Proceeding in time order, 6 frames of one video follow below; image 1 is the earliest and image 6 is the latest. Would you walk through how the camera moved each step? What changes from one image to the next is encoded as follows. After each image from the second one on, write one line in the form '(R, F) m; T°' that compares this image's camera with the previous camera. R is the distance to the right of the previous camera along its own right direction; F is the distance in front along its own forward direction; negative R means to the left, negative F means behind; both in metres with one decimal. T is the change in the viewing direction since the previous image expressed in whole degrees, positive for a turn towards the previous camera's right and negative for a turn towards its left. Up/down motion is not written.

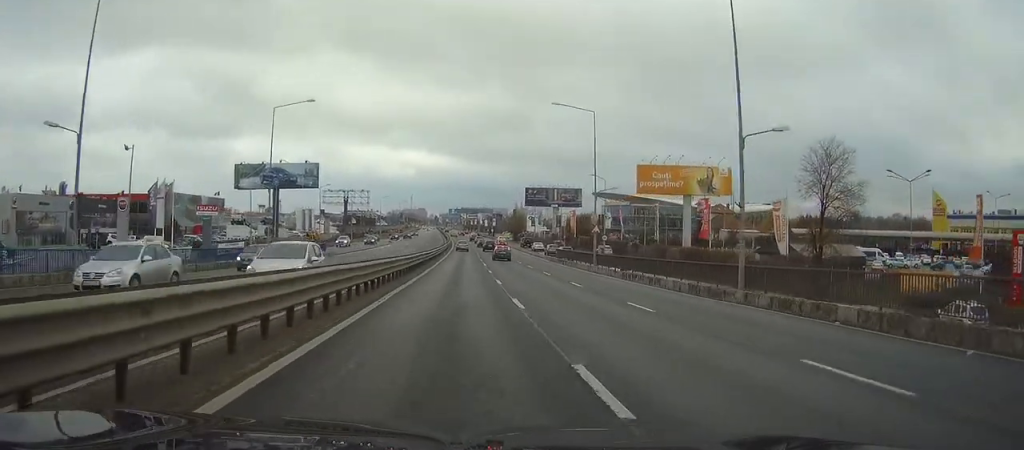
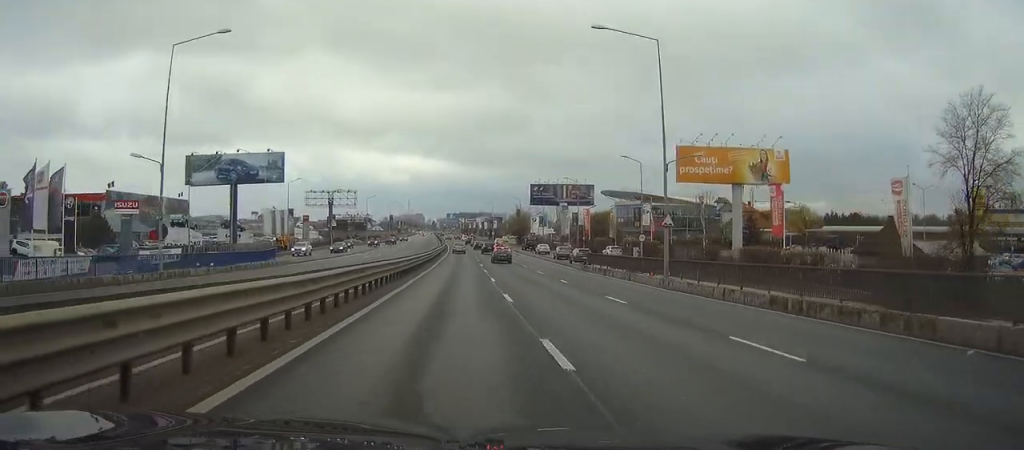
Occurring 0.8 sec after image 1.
(0.0, +20.6) m; 0°
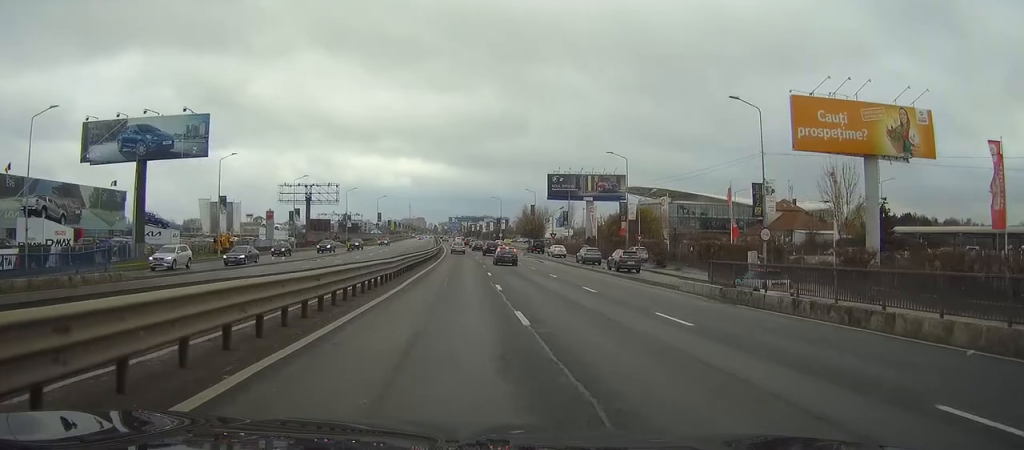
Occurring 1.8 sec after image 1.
(0.0, +29.0) m; 0°
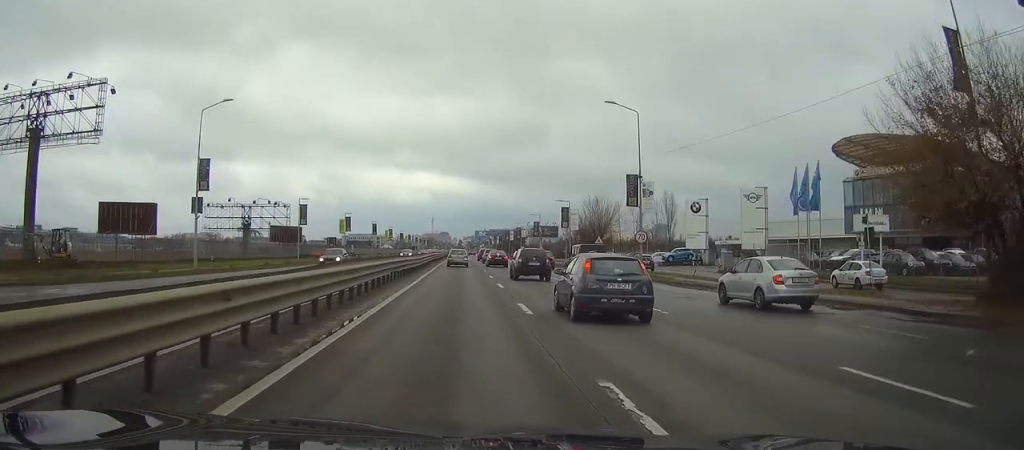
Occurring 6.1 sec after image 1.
(-1.2, +114.5) m; -2°
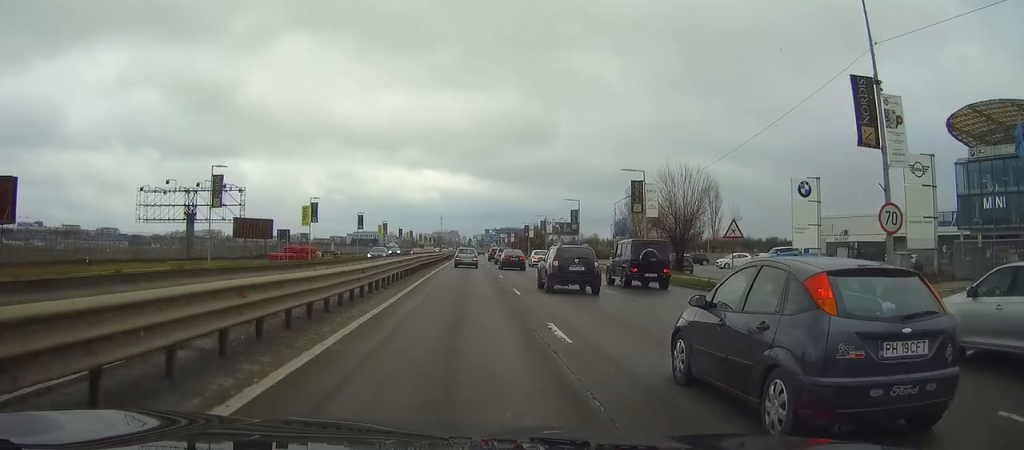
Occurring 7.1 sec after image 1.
(-0.1, +26.5) m; -1°
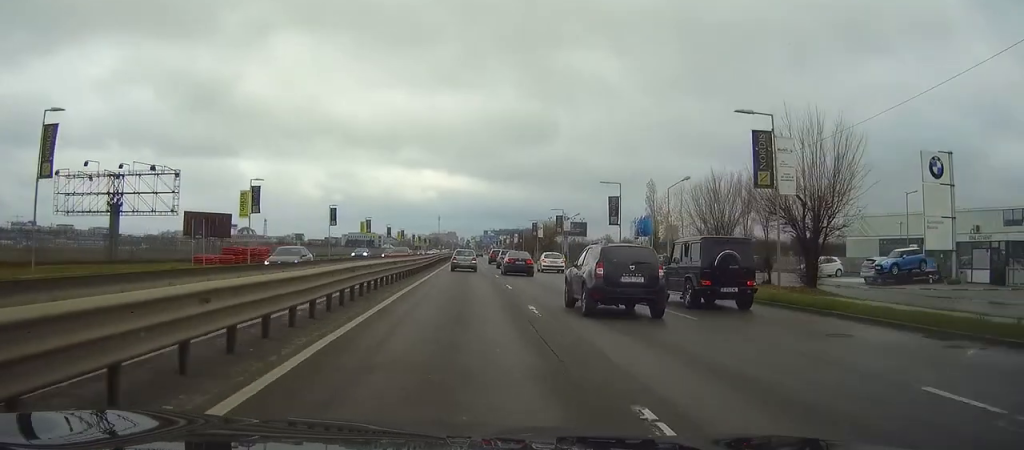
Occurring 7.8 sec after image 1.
(-0.1, +19.4) m; 0°
